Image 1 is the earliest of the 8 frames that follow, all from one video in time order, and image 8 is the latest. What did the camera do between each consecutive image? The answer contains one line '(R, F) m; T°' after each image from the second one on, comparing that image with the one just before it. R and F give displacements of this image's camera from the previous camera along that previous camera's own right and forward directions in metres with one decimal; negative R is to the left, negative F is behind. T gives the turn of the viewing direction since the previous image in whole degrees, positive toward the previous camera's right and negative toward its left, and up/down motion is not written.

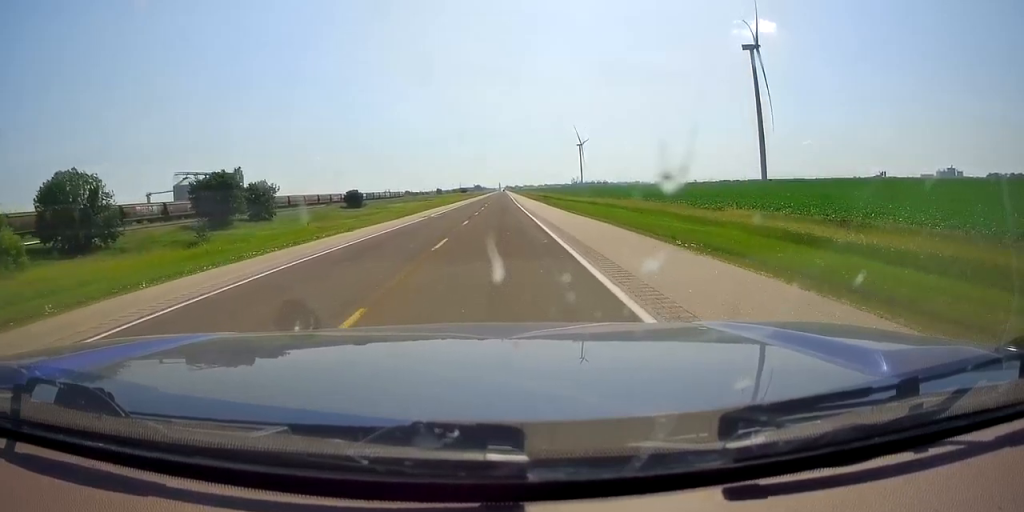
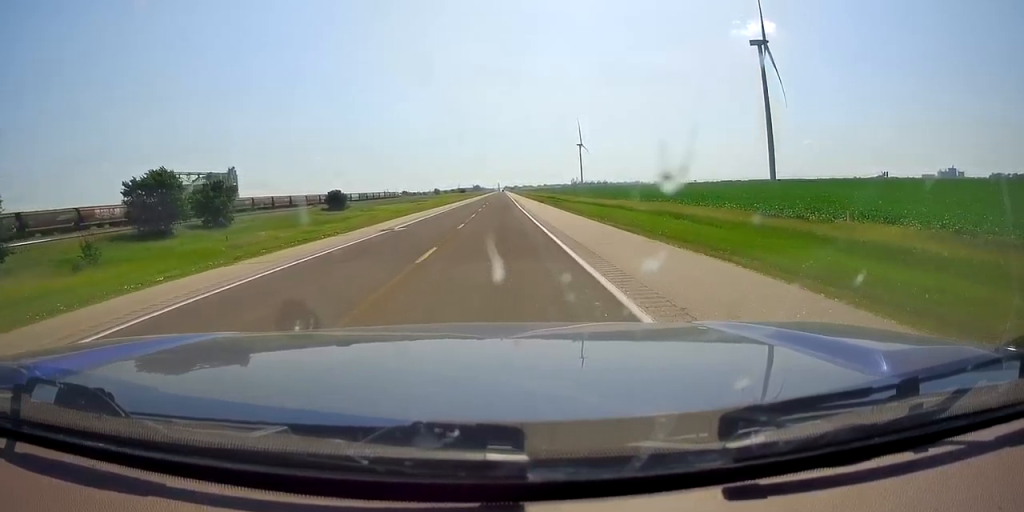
(+0.1, +14.9) m; 0°
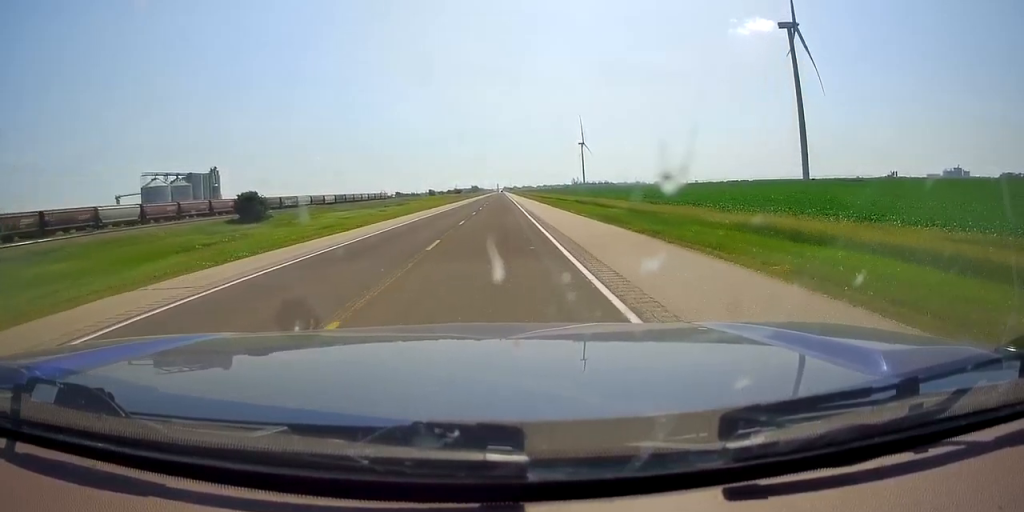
(+0.1, +45.9) m; 0°
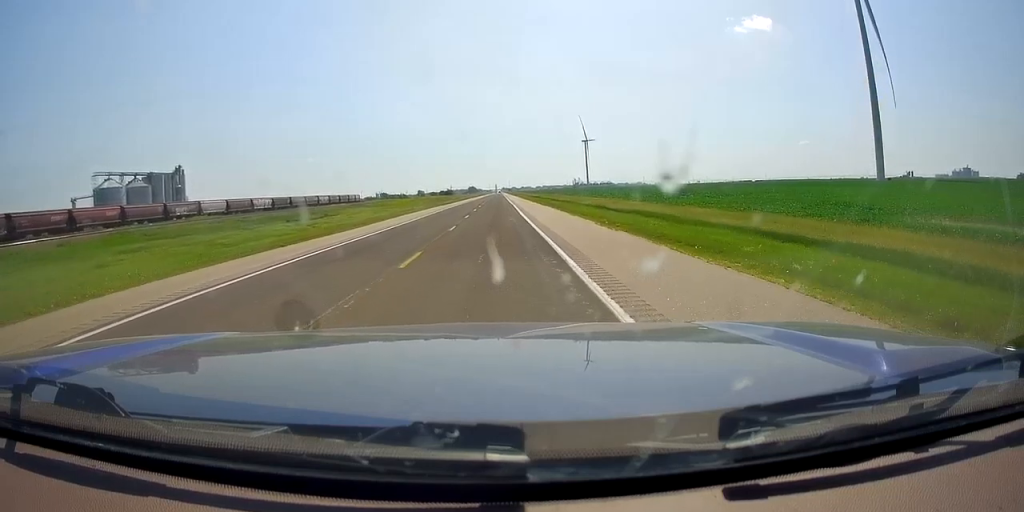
(-0.1, +77.1) m; 0°
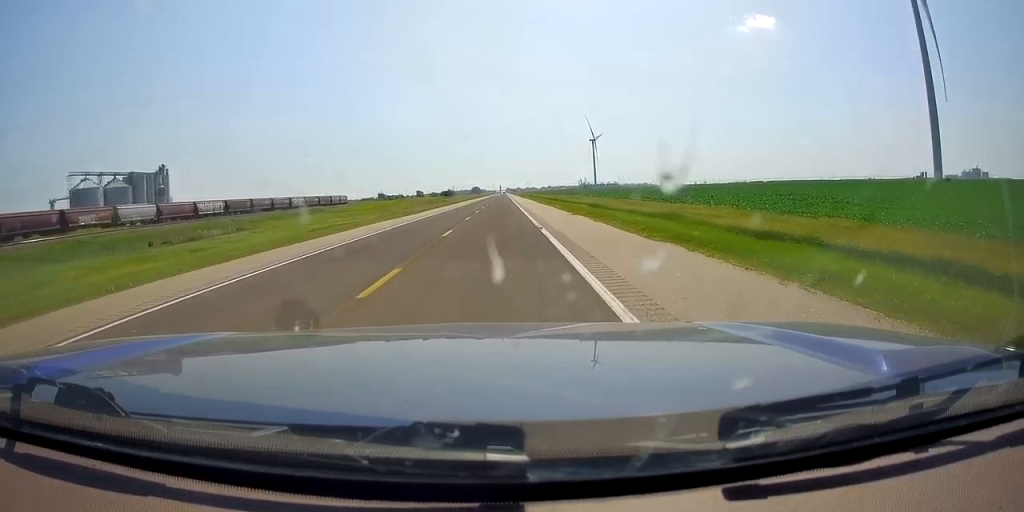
(0.0, +40.3) m; 0°
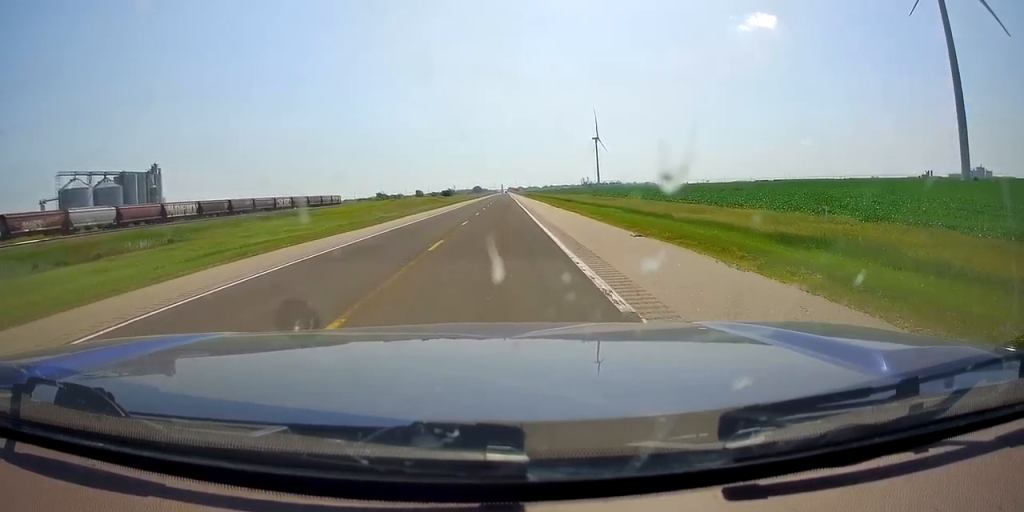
(+0.1, +17.0) m; -1°
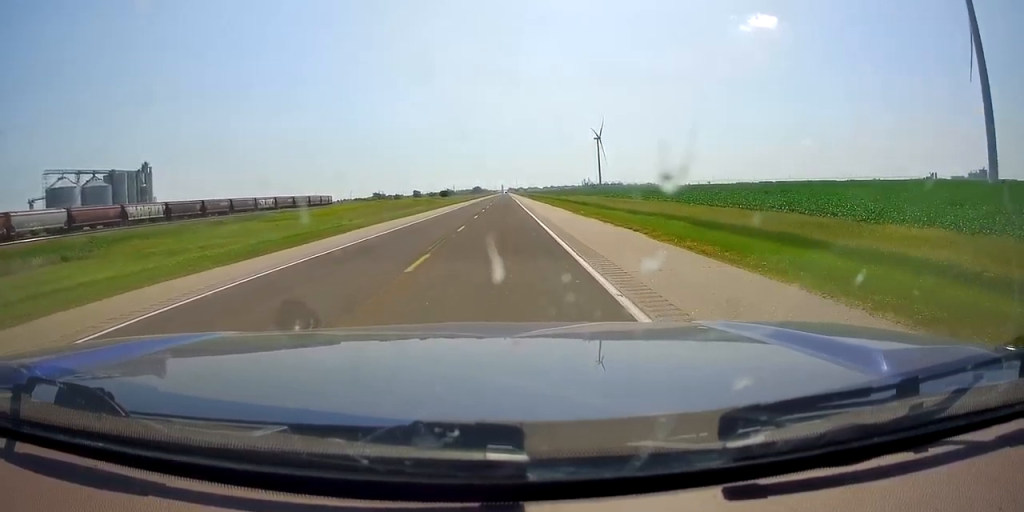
(-0.2, +16.5) m; 0°
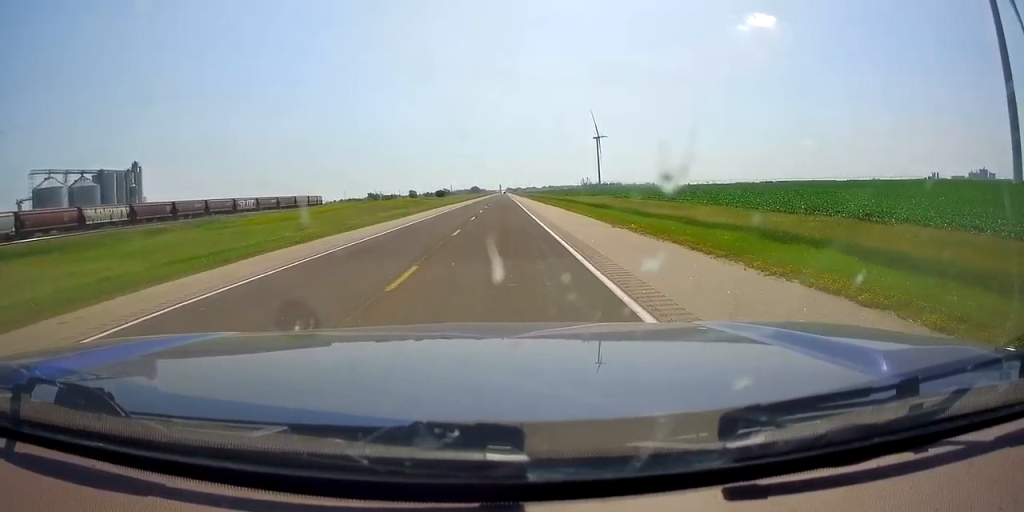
(-0.2, +14.4) m; 0°
